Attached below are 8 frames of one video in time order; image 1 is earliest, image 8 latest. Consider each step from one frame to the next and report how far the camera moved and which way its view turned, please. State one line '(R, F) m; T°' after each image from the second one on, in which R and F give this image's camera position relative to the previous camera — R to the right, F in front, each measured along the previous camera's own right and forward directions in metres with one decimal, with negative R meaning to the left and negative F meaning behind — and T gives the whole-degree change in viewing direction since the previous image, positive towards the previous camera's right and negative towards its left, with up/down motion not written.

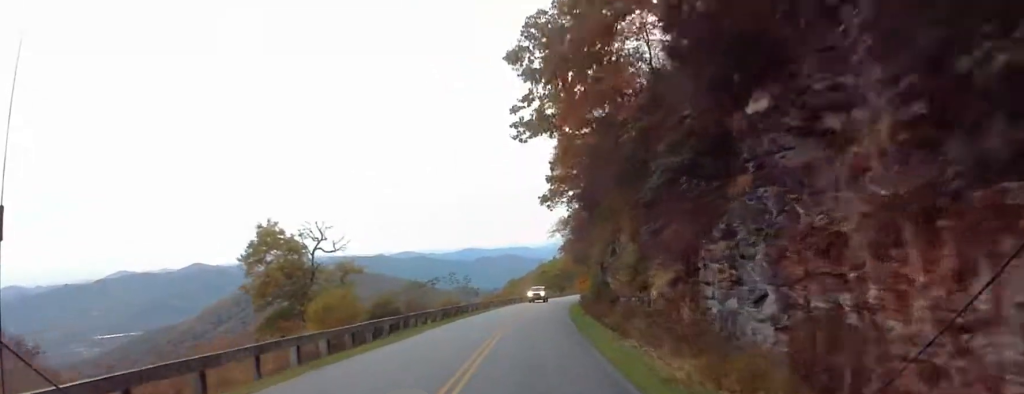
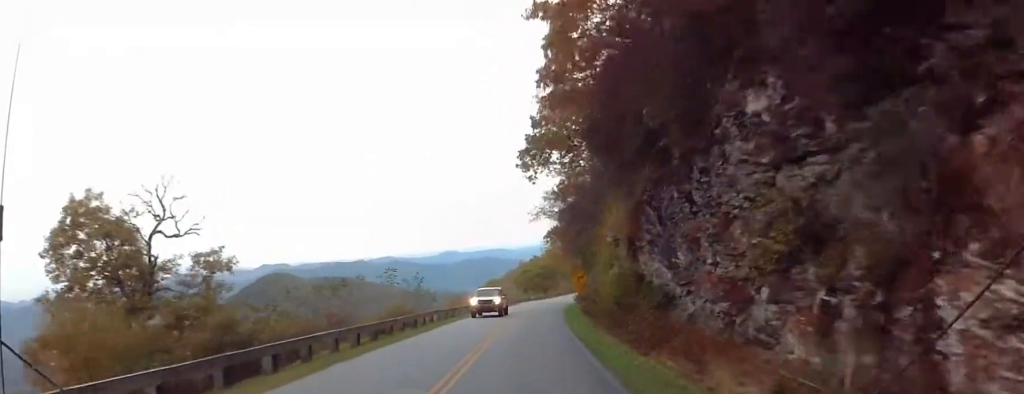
(0.0, +19.7) m; 0°
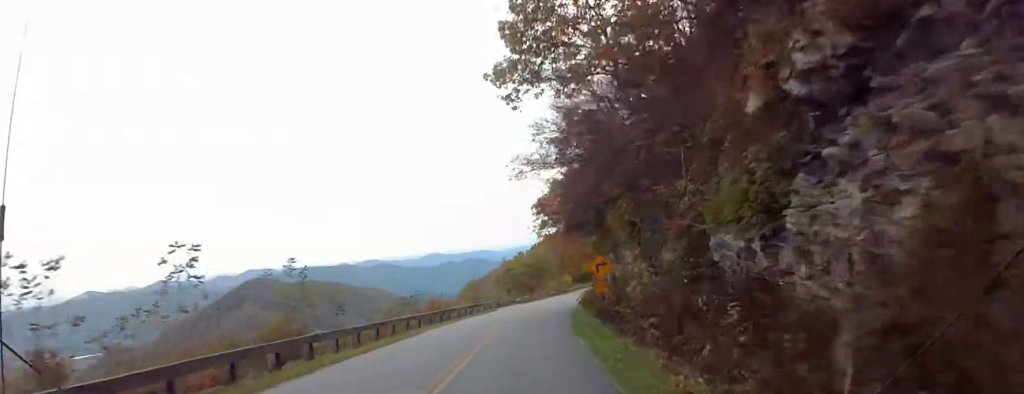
(0.0, +22.3) m; +2°
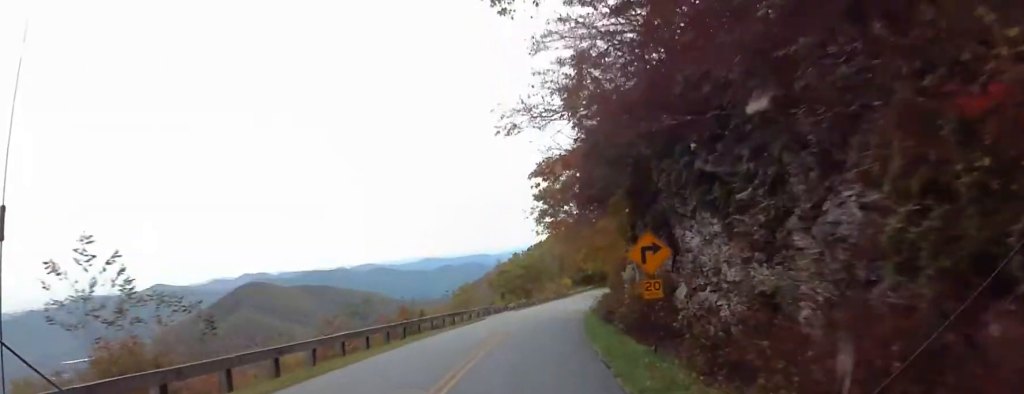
(+0.2, +11.5) m; +3°
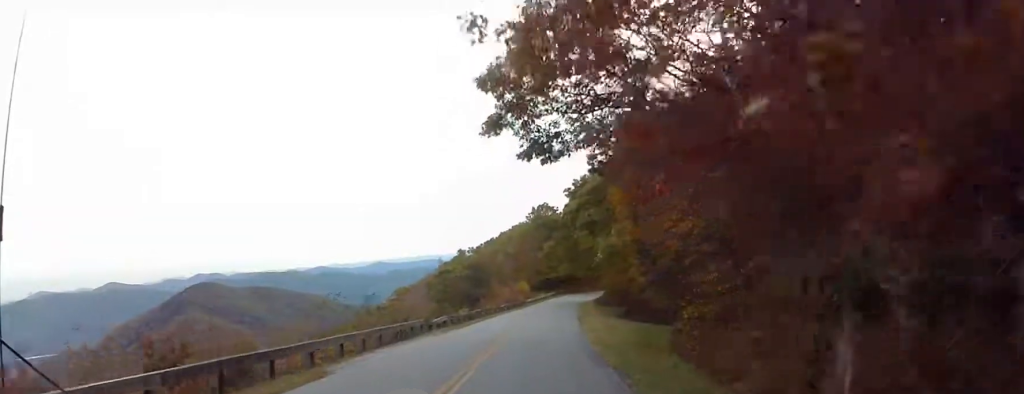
(+1.3, +29.4) m; +2°
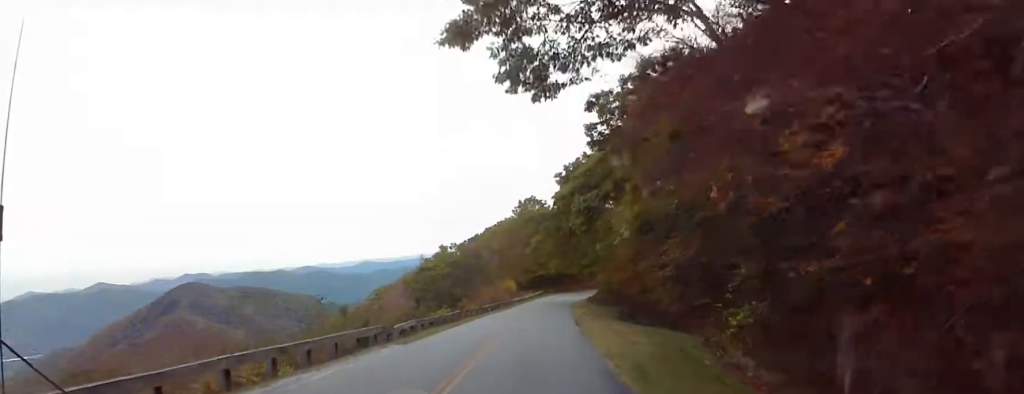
(-0.1, +8.3) m; 0°
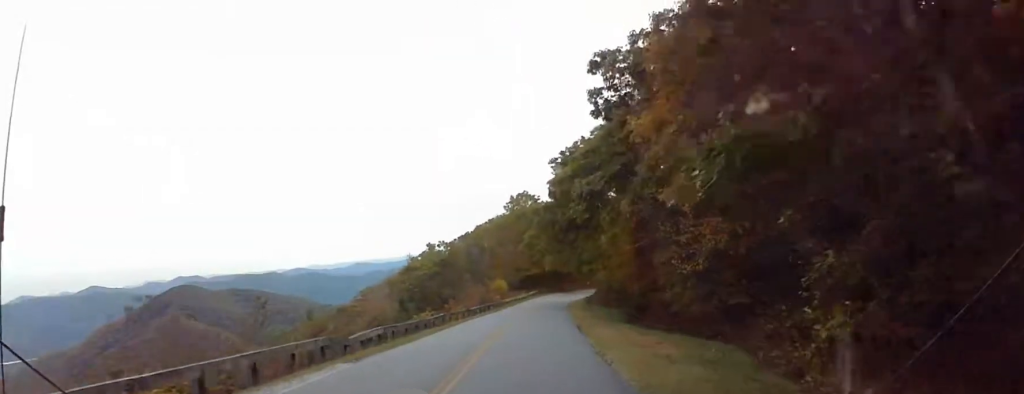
(0.0, +6.8) m; 0°
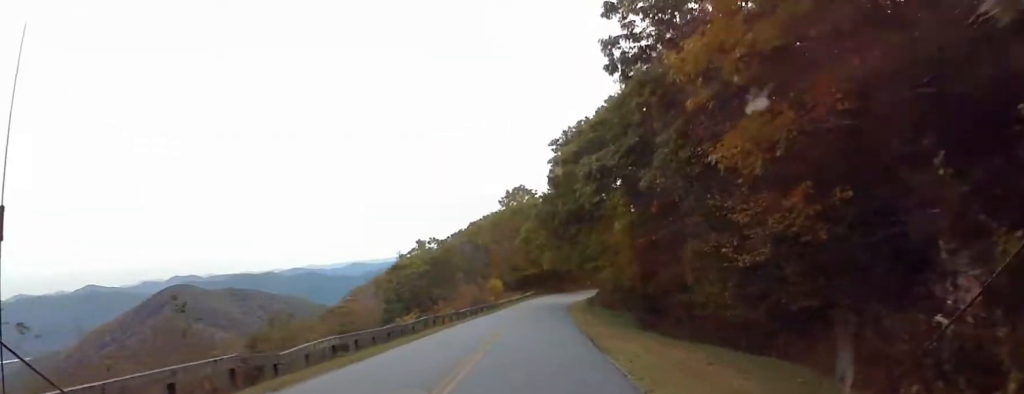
(0.0, +6.9) m; 0°
